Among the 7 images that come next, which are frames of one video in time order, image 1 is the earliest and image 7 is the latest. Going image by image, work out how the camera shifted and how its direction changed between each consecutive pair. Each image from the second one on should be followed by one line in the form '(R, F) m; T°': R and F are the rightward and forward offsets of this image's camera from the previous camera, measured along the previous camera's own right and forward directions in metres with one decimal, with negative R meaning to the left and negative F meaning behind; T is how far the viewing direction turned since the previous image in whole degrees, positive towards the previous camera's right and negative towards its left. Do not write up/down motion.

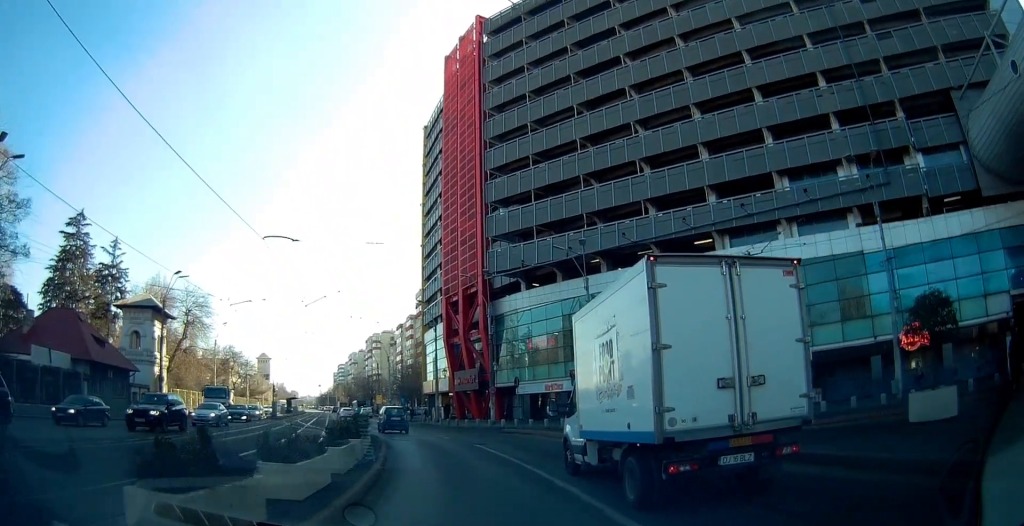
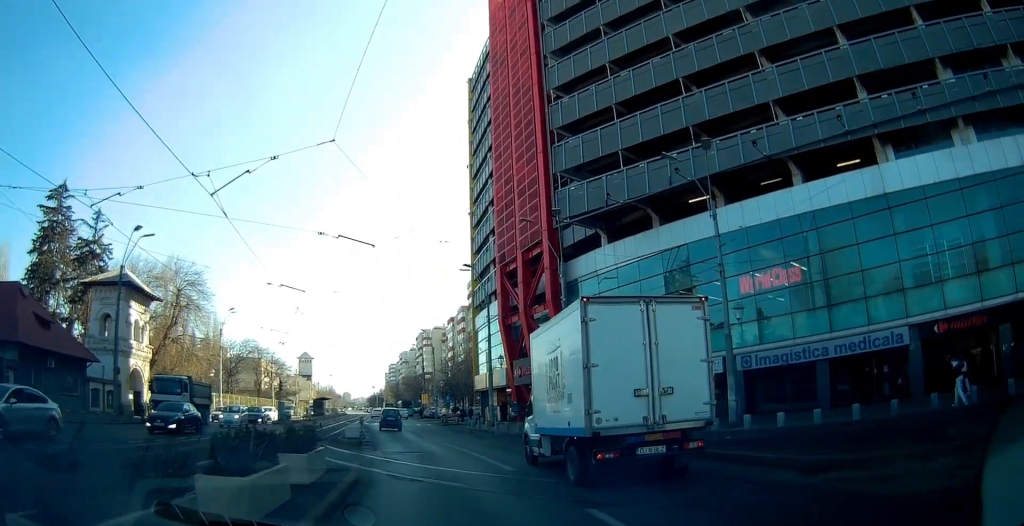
(-0.4, +14.5) m; -2°
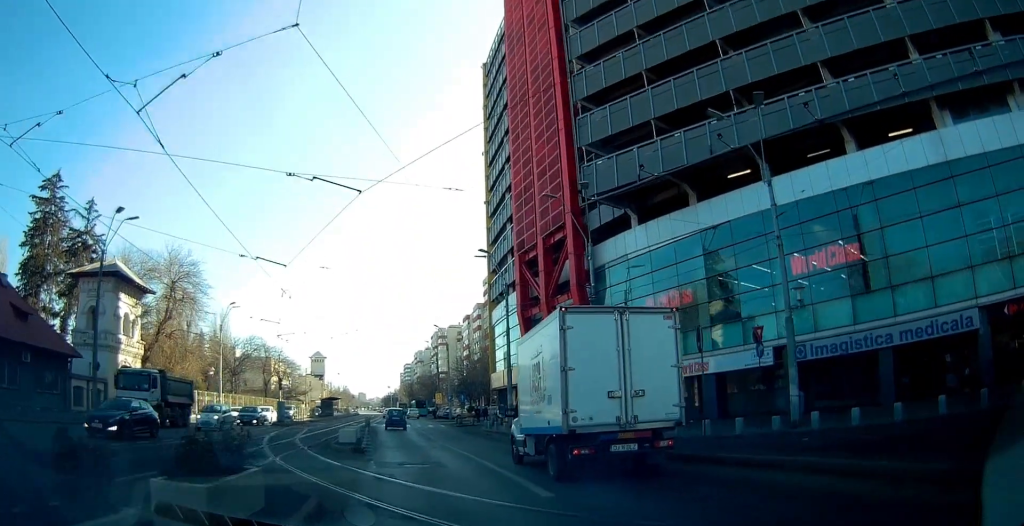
(+0.1, +4.1) m; -1°
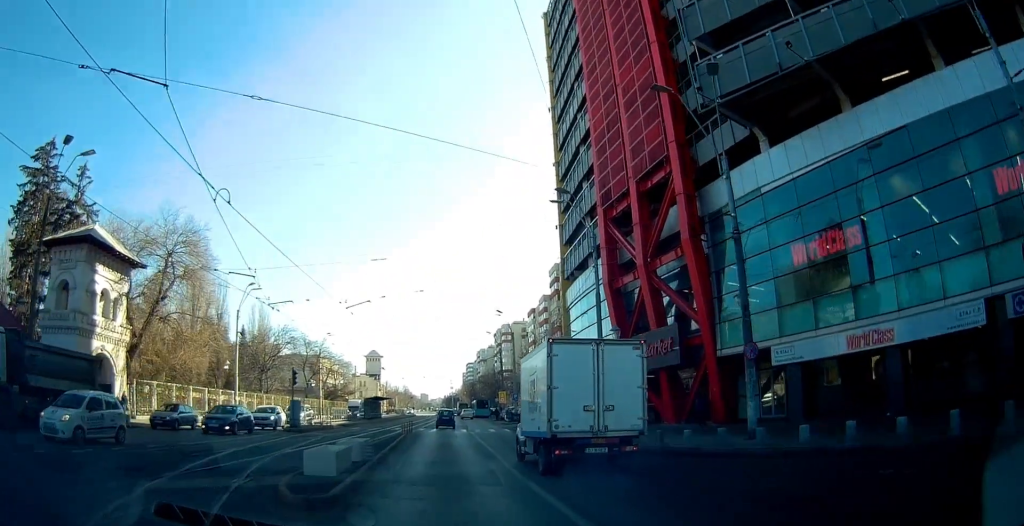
(-0.6, +10.4) m; -7°
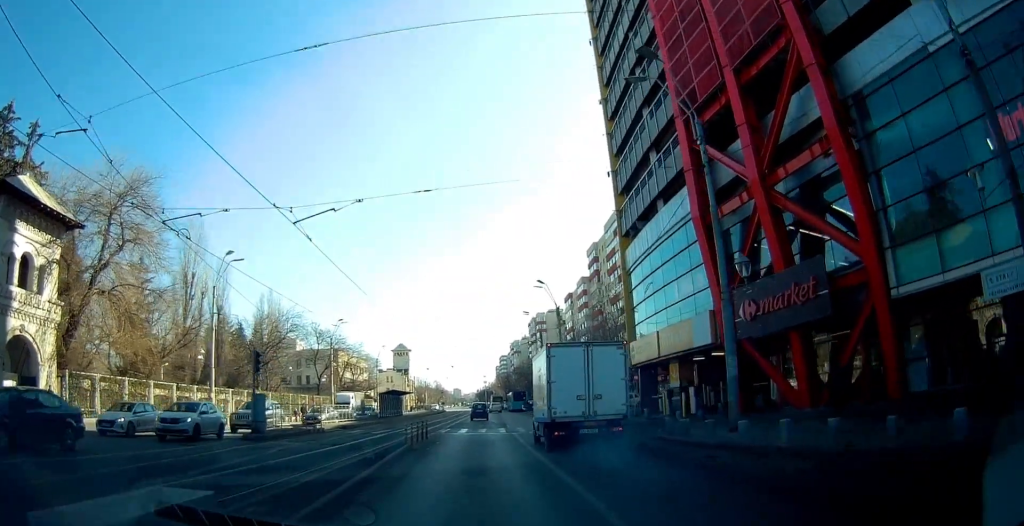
(-0.7, +10.2) m; -4°
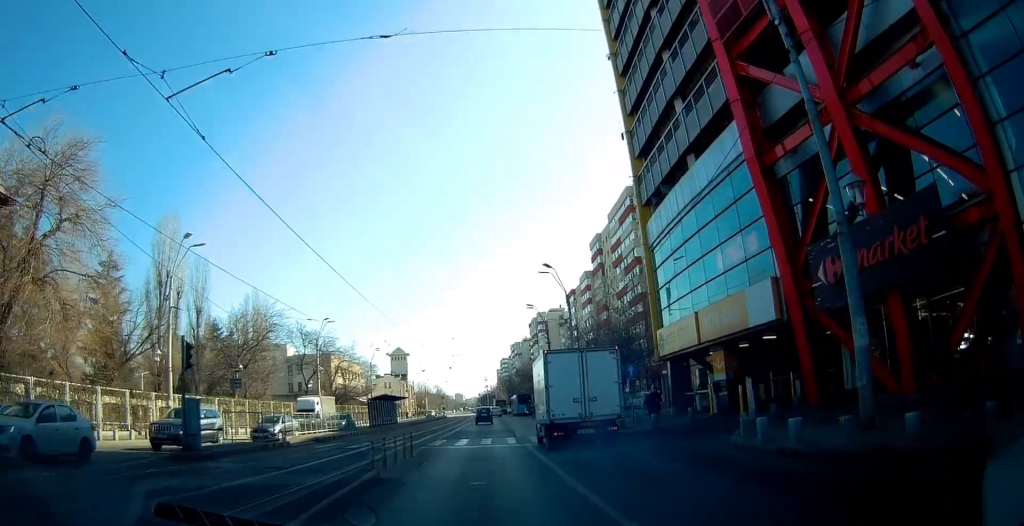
(0.0, +6.1) m; +2°
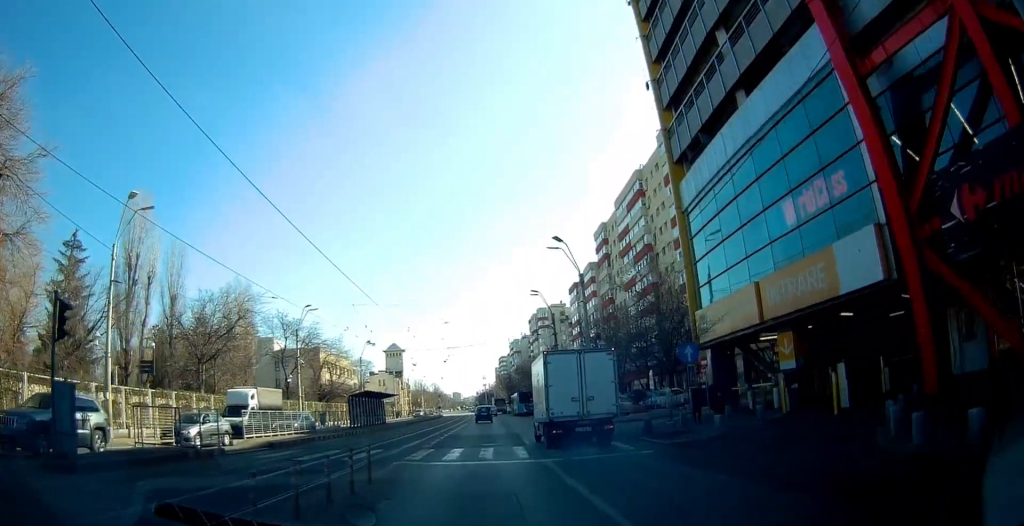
(+0.1, +6.5) m; +4°
